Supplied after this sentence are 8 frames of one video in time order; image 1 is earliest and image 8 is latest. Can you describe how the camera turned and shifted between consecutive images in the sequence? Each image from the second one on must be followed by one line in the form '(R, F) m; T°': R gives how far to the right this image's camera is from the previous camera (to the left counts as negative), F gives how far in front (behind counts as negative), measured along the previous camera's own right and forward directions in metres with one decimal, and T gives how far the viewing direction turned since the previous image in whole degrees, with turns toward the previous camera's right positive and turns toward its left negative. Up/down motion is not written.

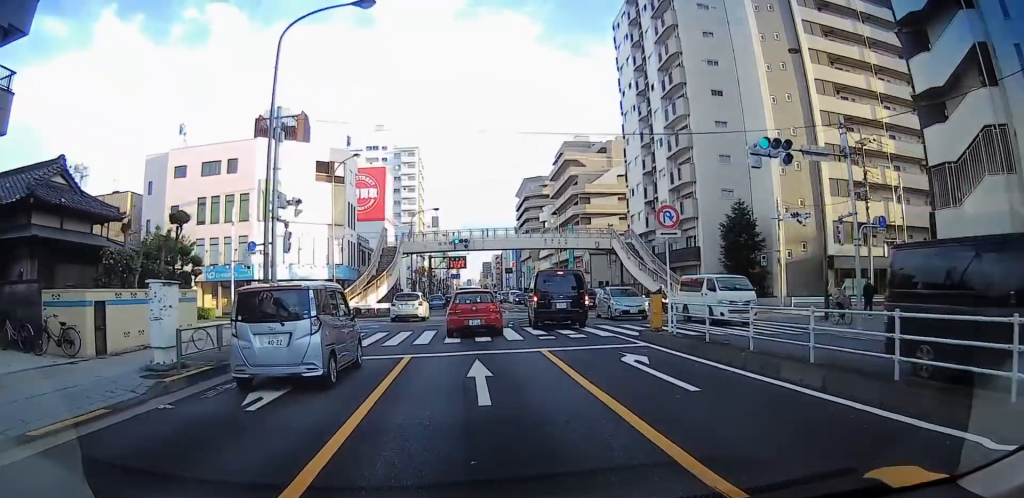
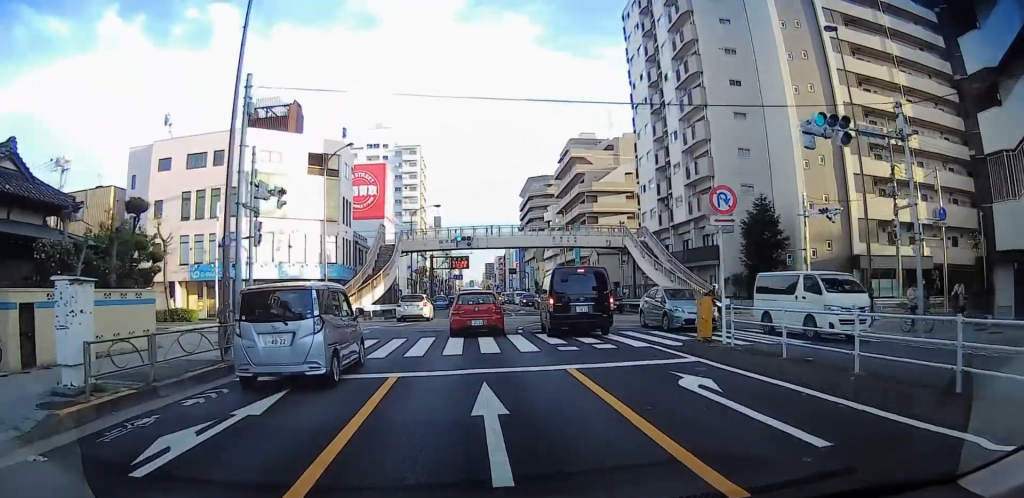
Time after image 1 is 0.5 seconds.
(-0.1, +2.0) m; 0°
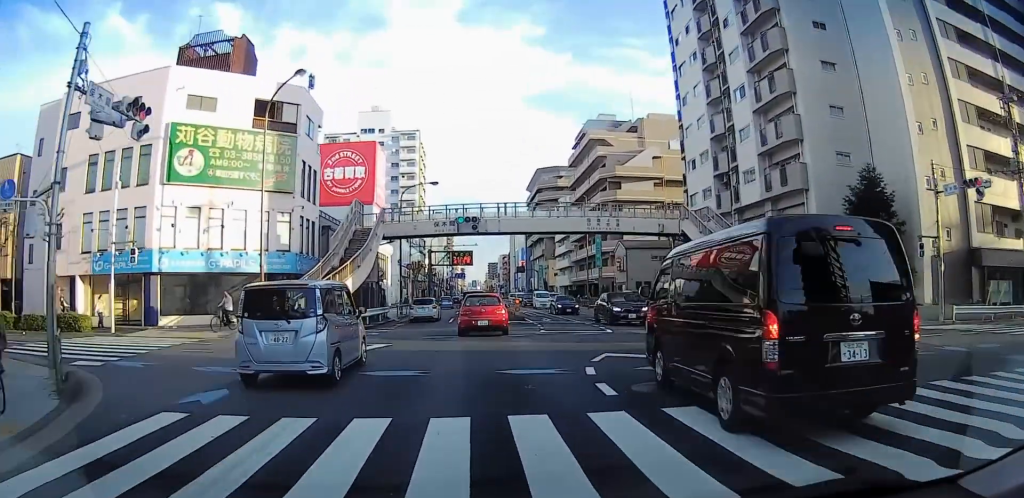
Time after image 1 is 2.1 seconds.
(+0.6, +9.2) m; +7°
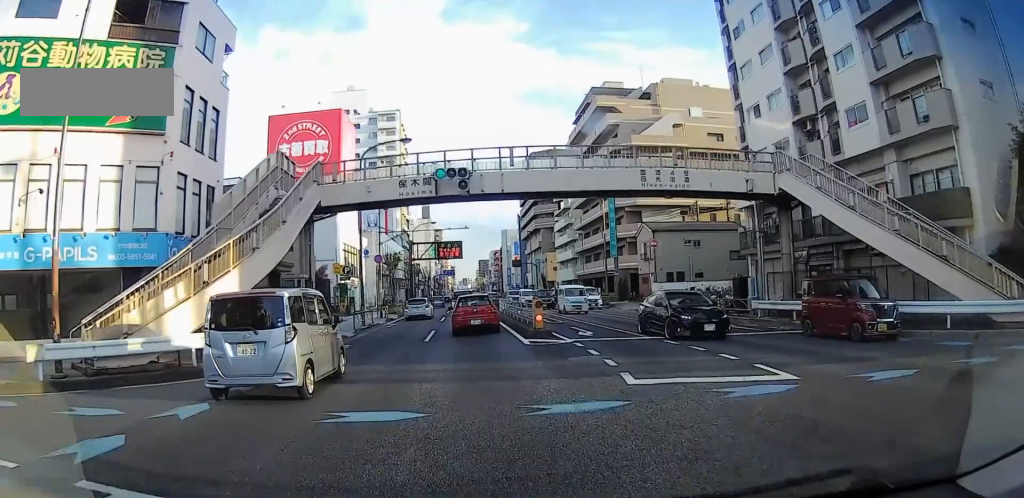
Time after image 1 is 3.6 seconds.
(0.0, +11.1) m; 0°
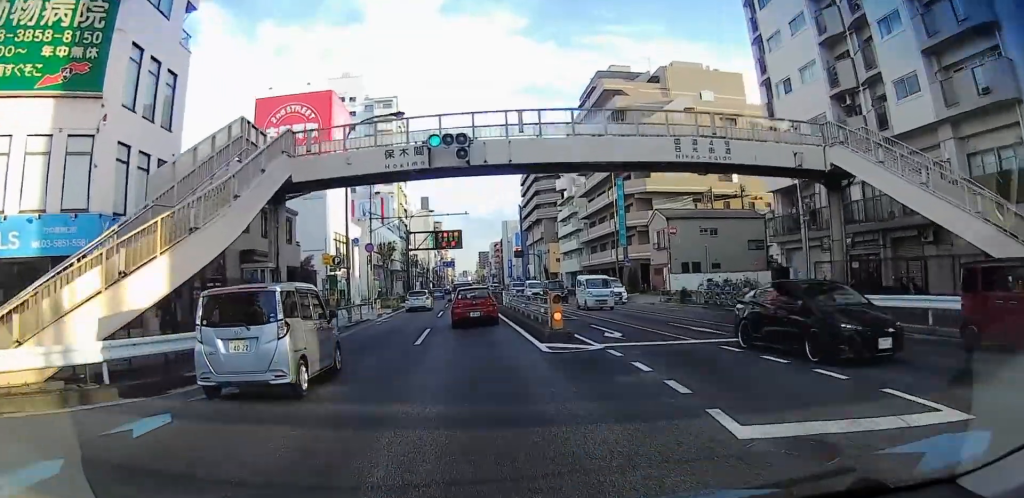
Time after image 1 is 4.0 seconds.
(0.0, +3.3) m; 0°
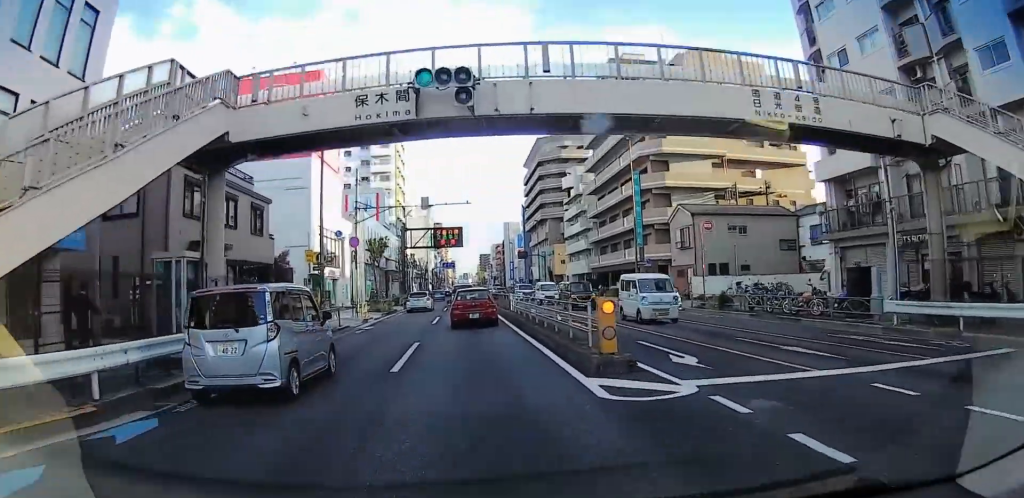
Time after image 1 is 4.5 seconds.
(0.0, +4.6) m; +1°
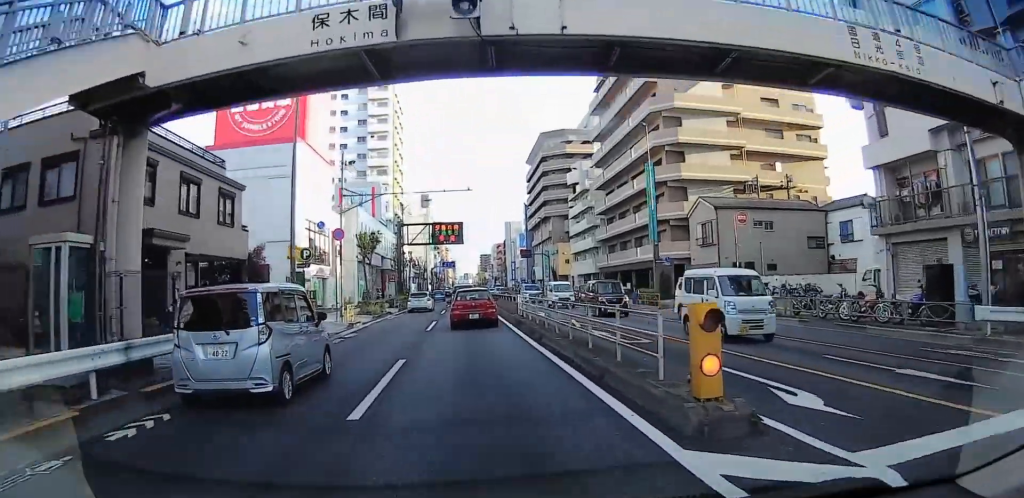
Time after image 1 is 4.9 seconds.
(0.0, +3.6) m; +1°
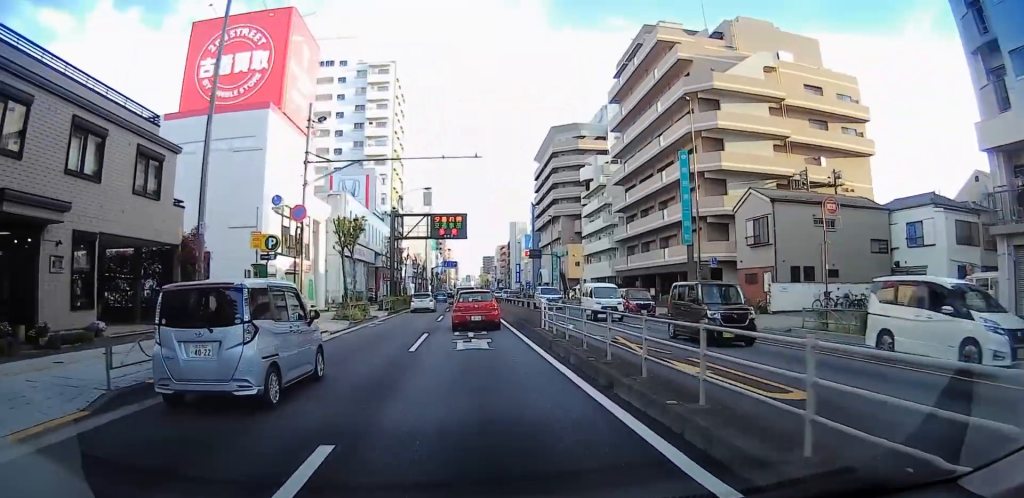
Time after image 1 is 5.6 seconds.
(+0.1, +7.0) m; 0°
